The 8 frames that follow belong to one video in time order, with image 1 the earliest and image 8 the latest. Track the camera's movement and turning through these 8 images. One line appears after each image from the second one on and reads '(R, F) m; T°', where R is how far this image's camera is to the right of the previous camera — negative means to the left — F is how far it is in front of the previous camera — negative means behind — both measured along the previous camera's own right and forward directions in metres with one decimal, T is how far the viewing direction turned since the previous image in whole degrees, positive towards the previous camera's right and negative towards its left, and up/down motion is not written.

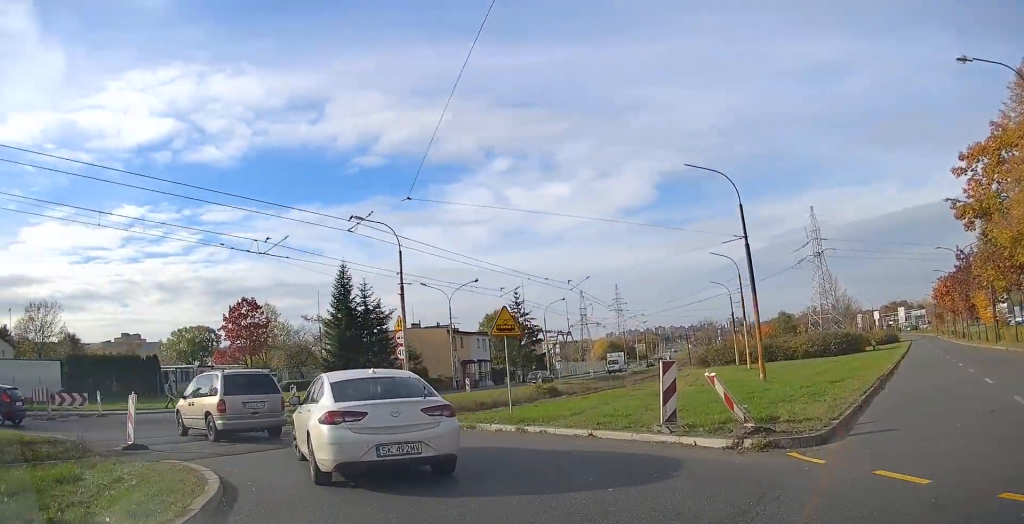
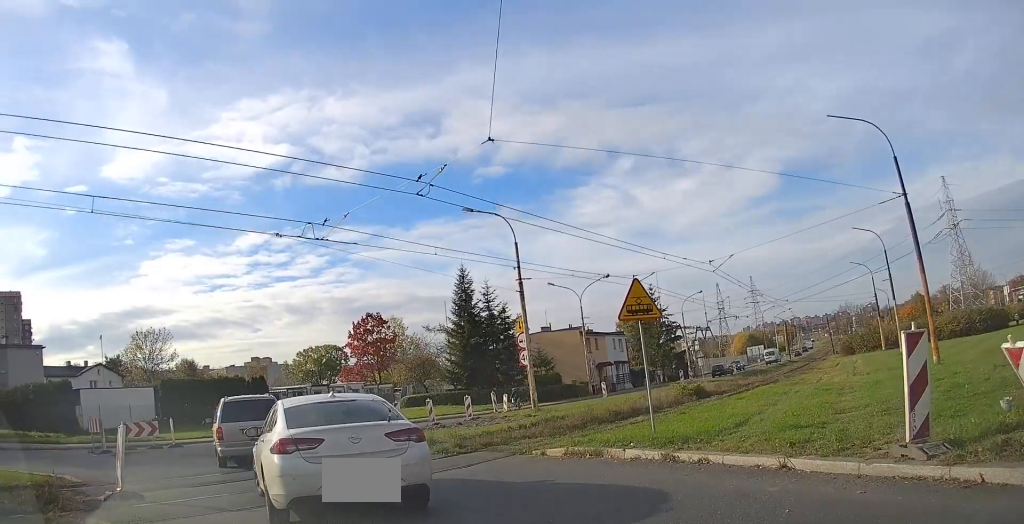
(-0.6, +4.7) m; -11°
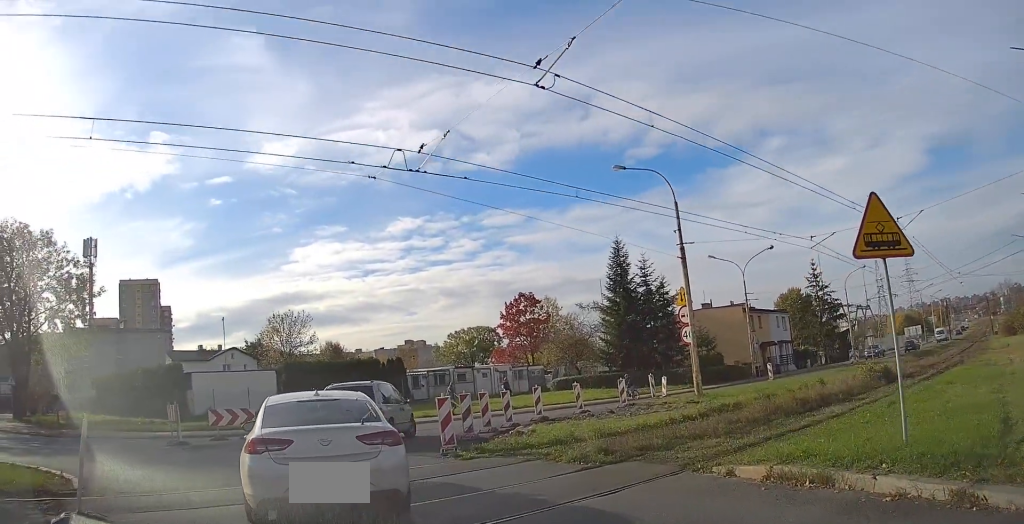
(-0.3, +4.3) m; -12°
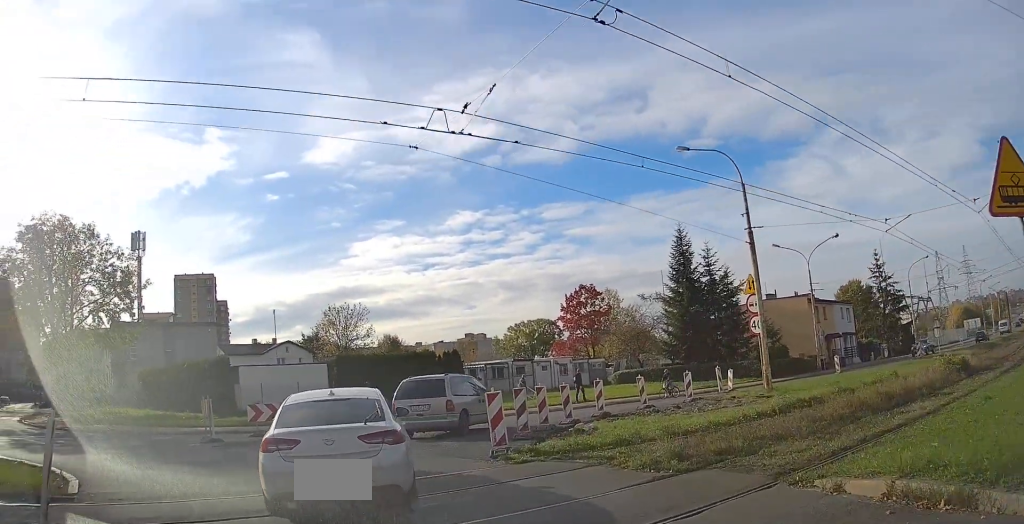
(-0.1, +1.9) m; -7°
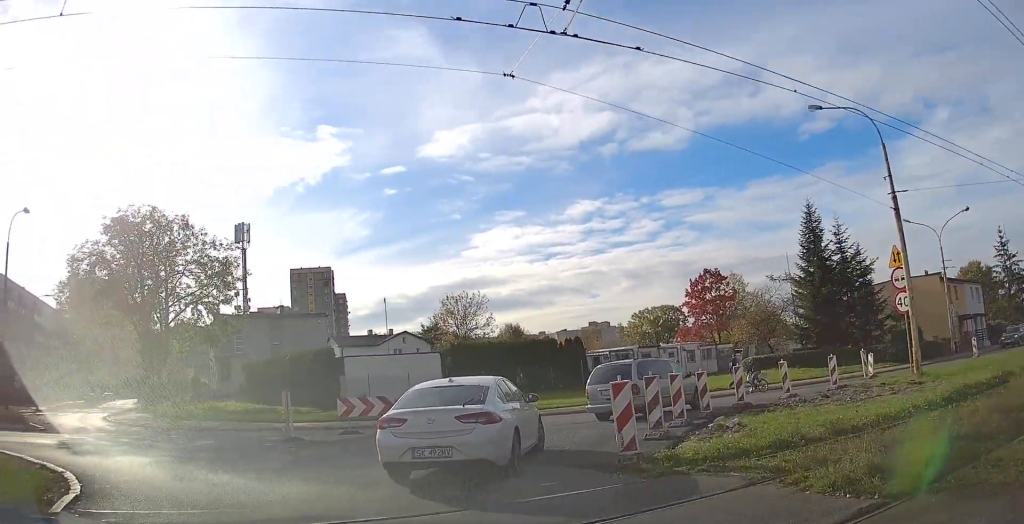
(-0.4, +2.9) m; -13°
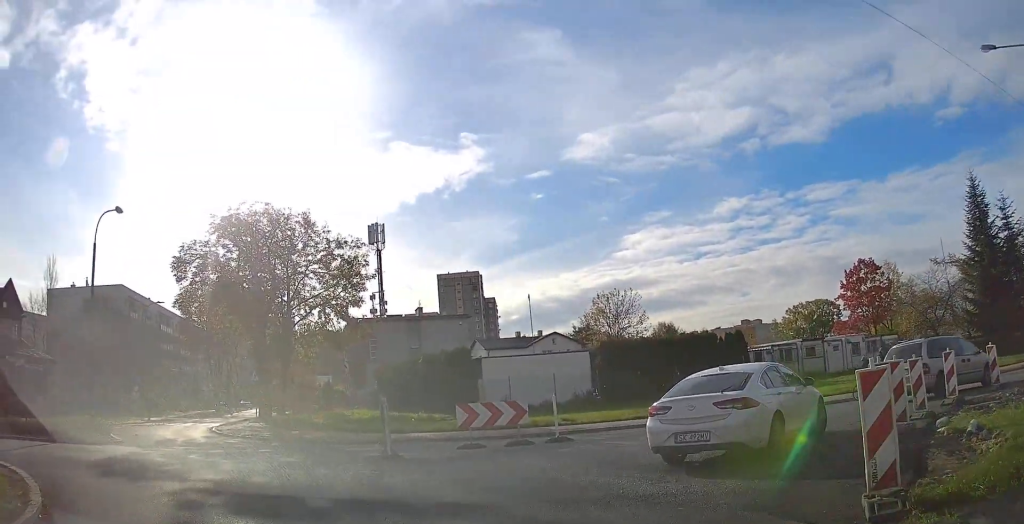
(-0.4, +3.4) m; -9°
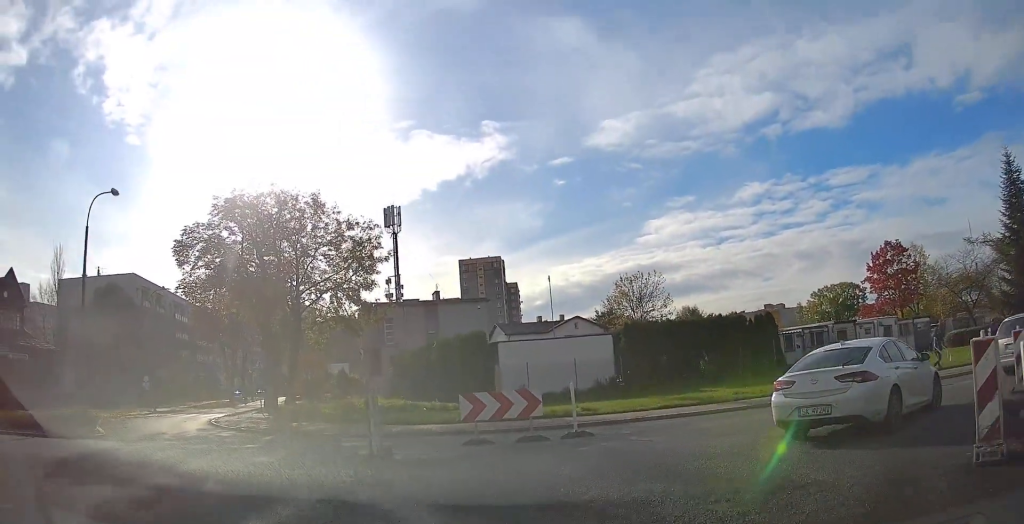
(-0.1, +1.9) m; -2°
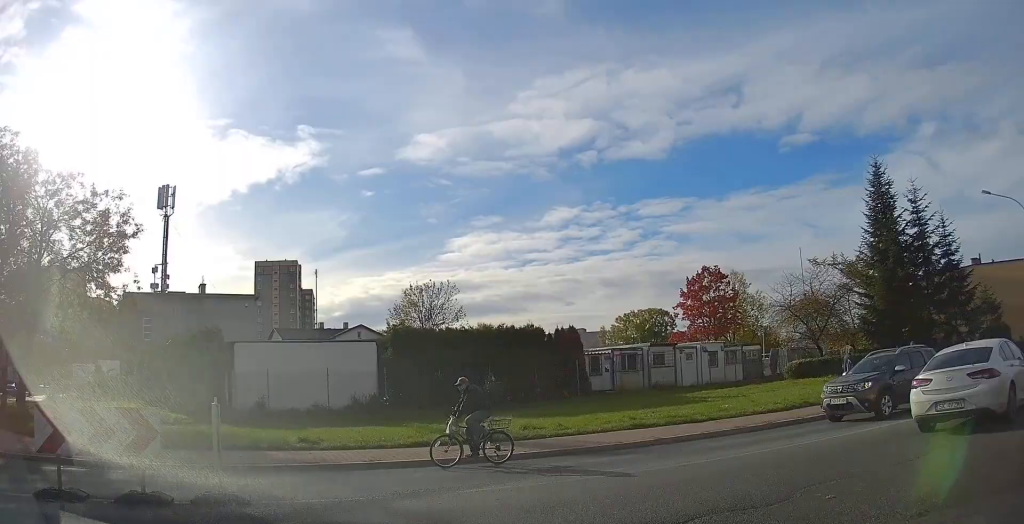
(+0.5, +6.7) m; +16°
